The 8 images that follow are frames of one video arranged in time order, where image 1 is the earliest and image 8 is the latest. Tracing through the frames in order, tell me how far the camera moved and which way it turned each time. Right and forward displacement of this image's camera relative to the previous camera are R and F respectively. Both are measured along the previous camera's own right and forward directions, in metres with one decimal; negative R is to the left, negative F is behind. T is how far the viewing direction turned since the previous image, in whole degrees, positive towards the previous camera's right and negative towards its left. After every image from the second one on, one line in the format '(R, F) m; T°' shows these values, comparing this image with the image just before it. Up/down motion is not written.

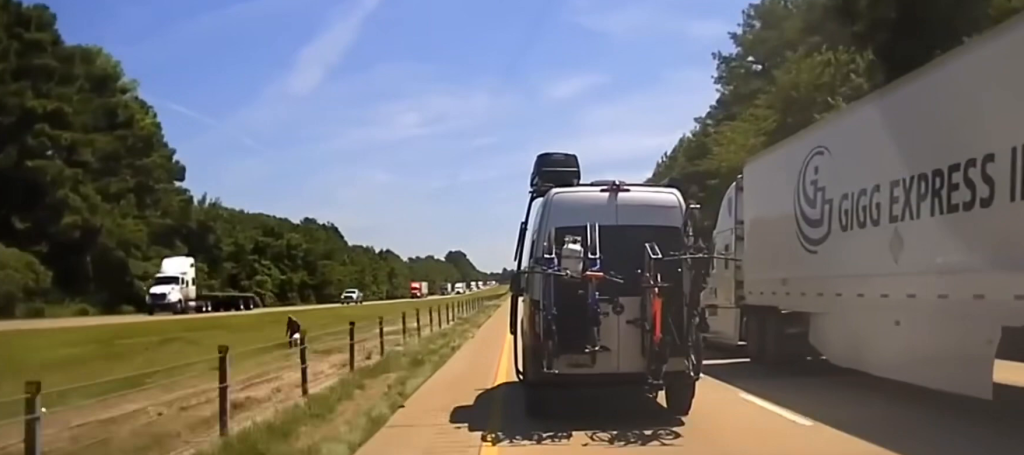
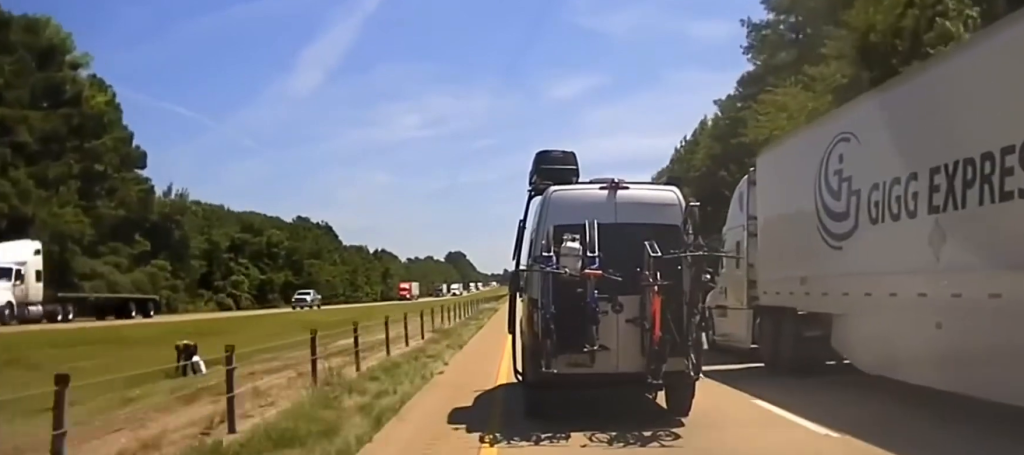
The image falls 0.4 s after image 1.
(-0.2, +16.3) m; 0°
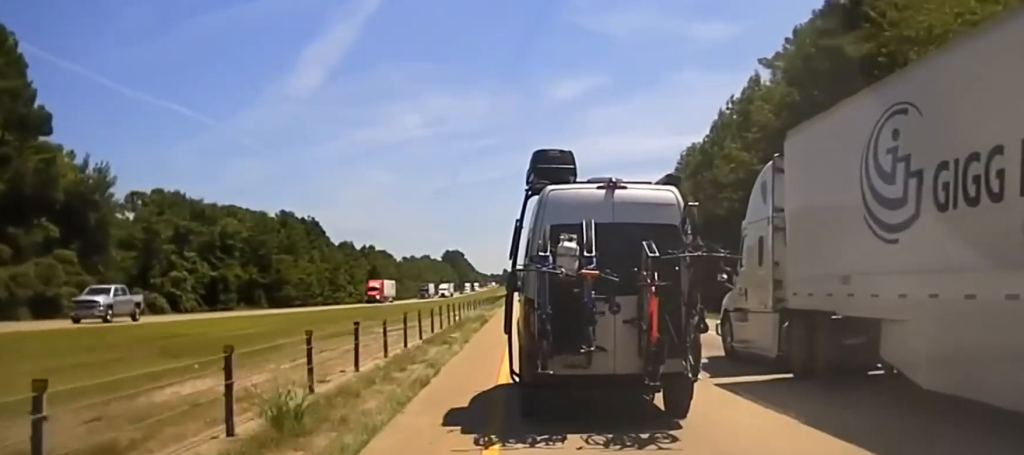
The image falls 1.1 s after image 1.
(-0.2, +26.7) m; 0°
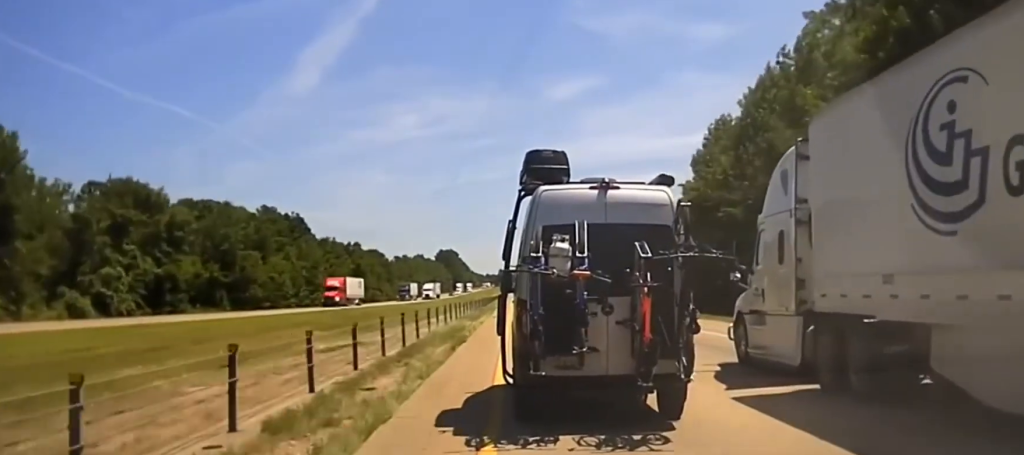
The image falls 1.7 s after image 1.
(0.0, +21.2) m; 0°
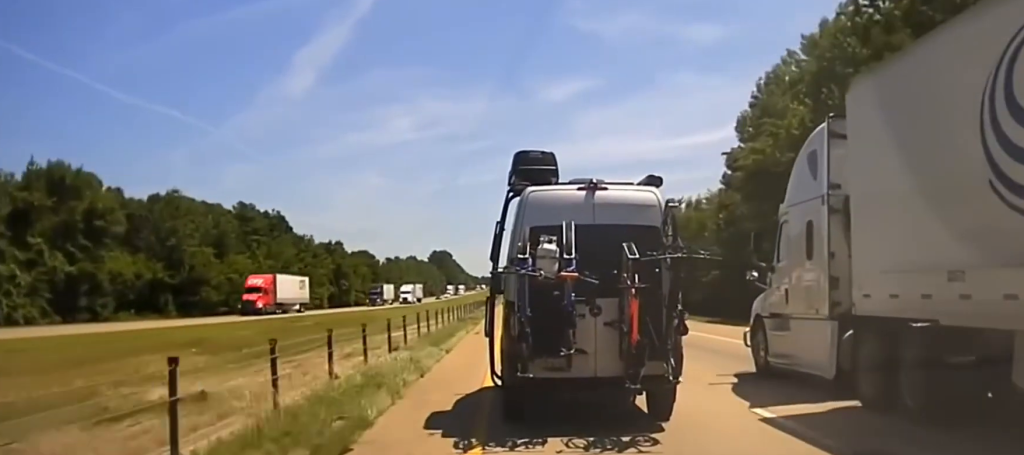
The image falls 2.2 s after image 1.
(0.0, +21.7) m; 0°
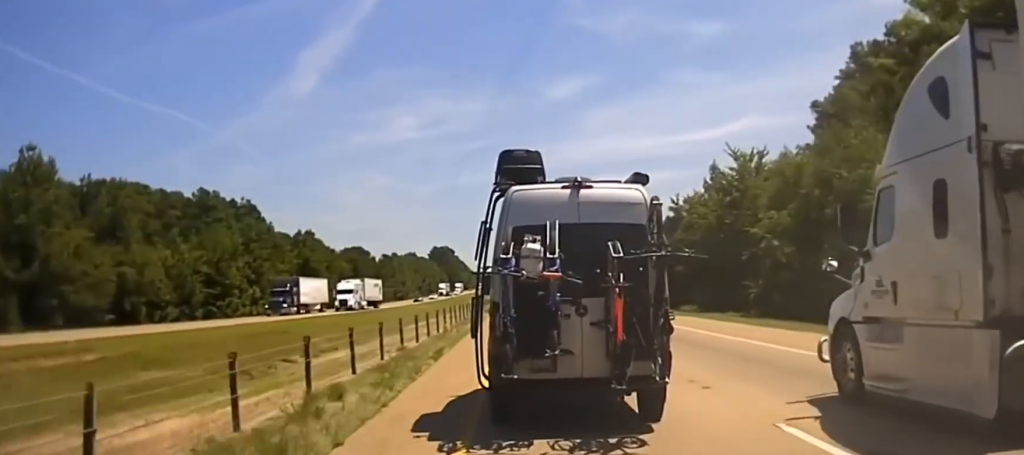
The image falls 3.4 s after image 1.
(+0.2, +40.4) m; 0°
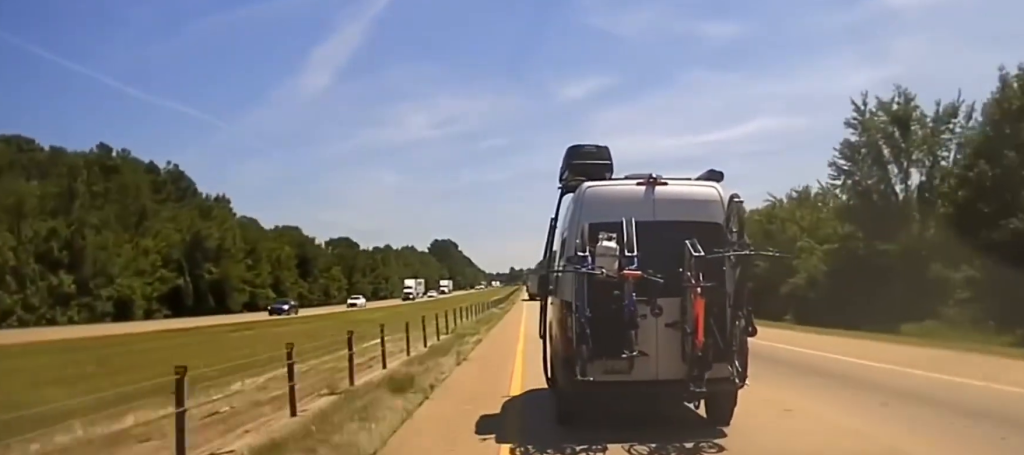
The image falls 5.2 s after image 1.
(-0.6, +62.0) m; -1°
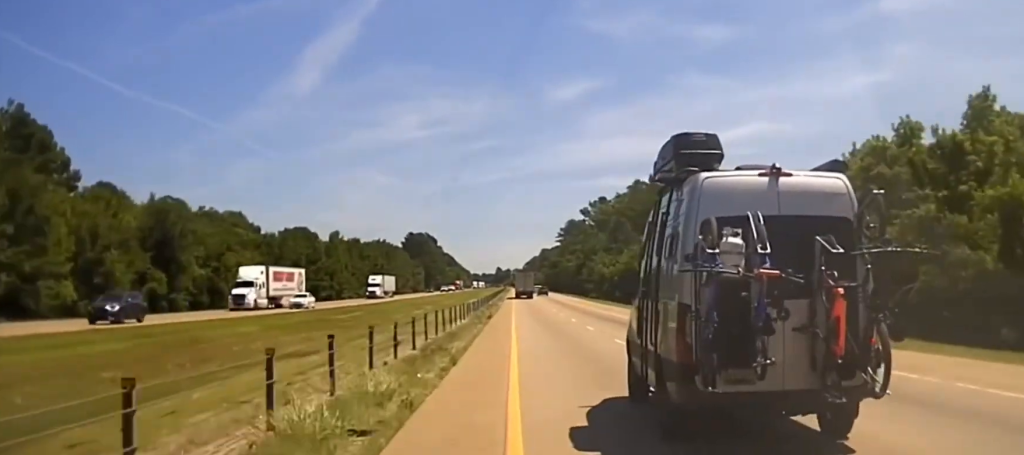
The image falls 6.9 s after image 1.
(+0.2, +53.6) m; 0°
